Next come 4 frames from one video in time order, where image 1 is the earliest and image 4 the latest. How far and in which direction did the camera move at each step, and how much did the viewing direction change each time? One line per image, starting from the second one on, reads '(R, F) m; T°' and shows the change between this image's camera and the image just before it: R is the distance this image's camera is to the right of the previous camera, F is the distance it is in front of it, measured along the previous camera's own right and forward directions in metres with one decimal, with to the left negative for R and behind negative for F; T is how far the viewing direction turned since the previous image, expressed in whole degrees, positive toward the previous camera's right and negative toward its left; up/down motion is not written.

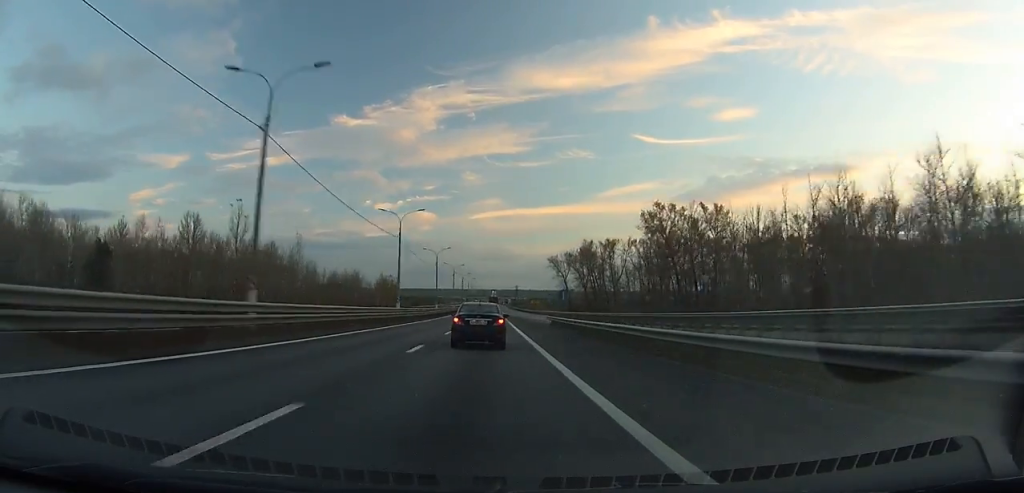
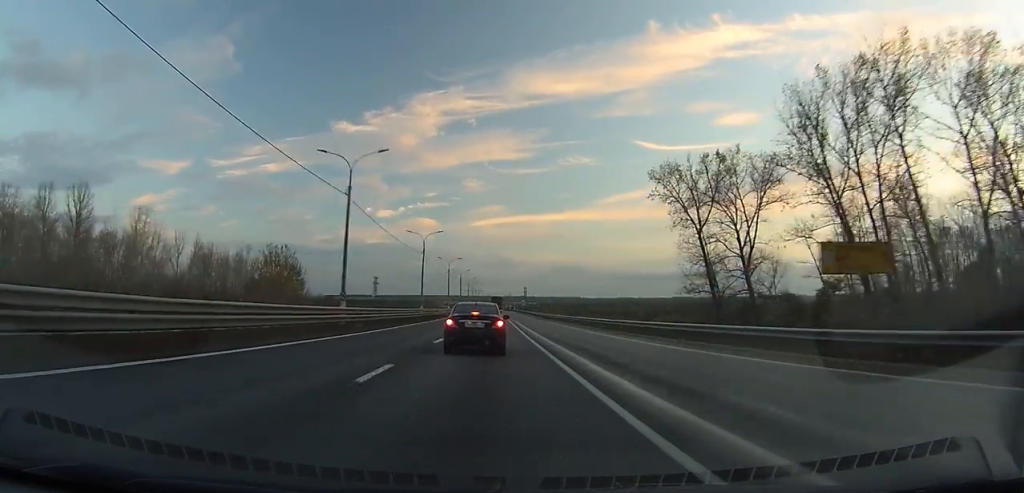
(-1.1, +132.0) m; -1°
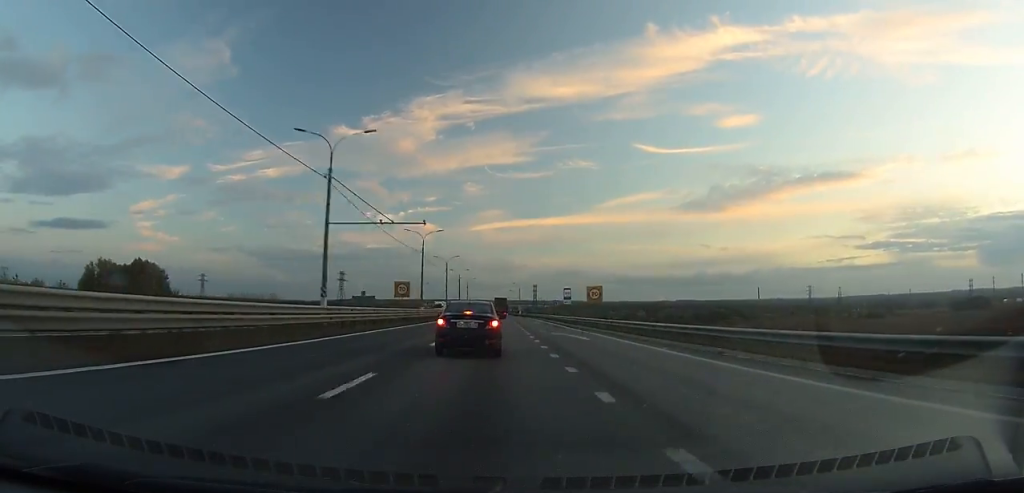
(0.0, +115.4) m; +1°
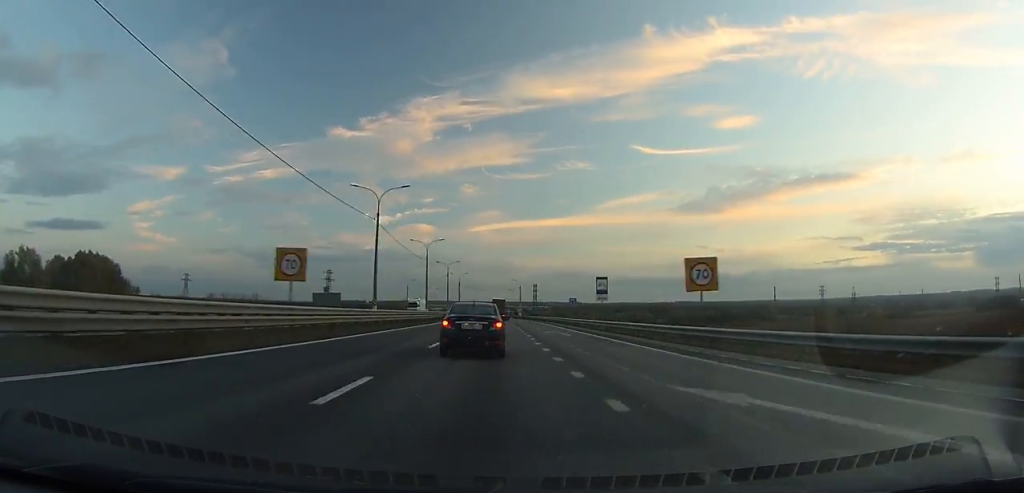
(+0.1, +26.7) m; 0°
